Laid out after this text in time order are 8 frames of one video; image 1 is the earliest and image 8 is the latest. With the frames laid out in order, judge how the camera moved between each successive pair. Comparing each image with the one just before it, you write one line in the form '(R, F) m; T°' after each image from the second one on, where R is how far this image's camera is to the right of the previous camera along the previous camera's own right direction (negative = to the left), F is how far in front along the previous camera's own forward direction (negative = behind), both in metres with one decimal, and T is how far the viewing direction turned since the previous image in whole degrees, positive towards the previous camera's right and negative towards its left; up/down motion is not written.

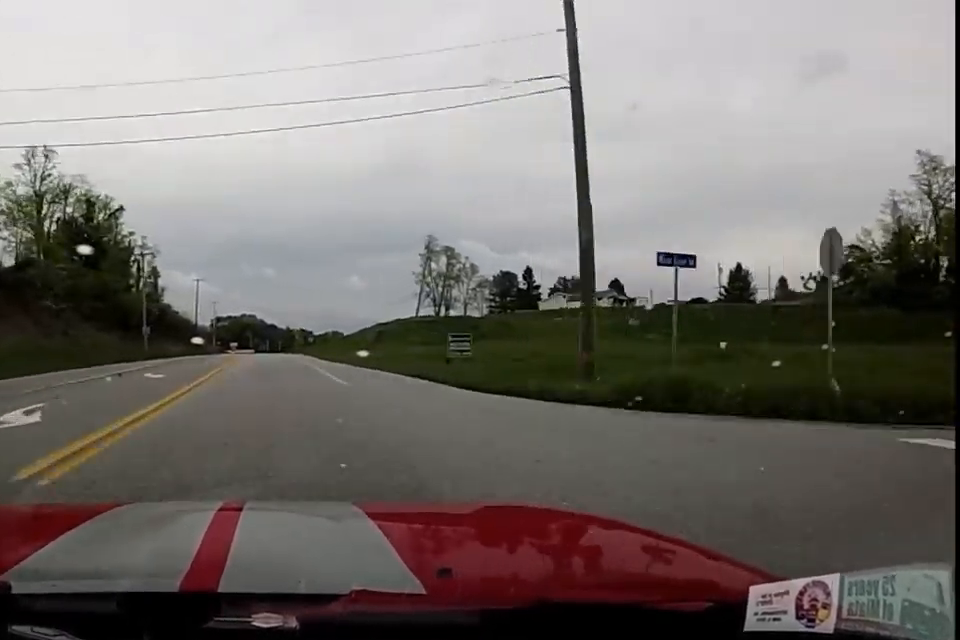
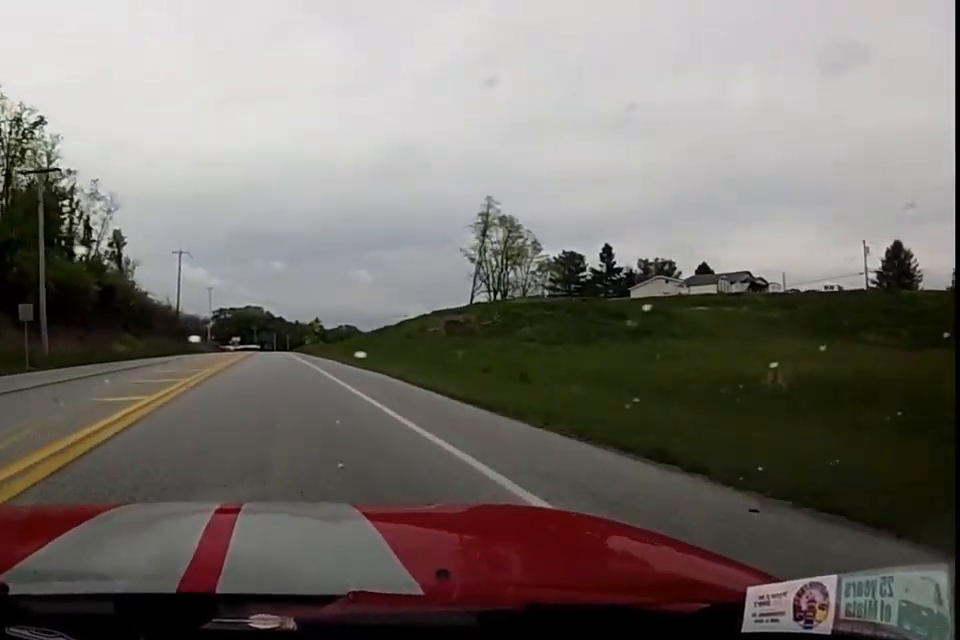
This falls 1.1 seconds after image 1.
(0.0, +30.7) m; 0°
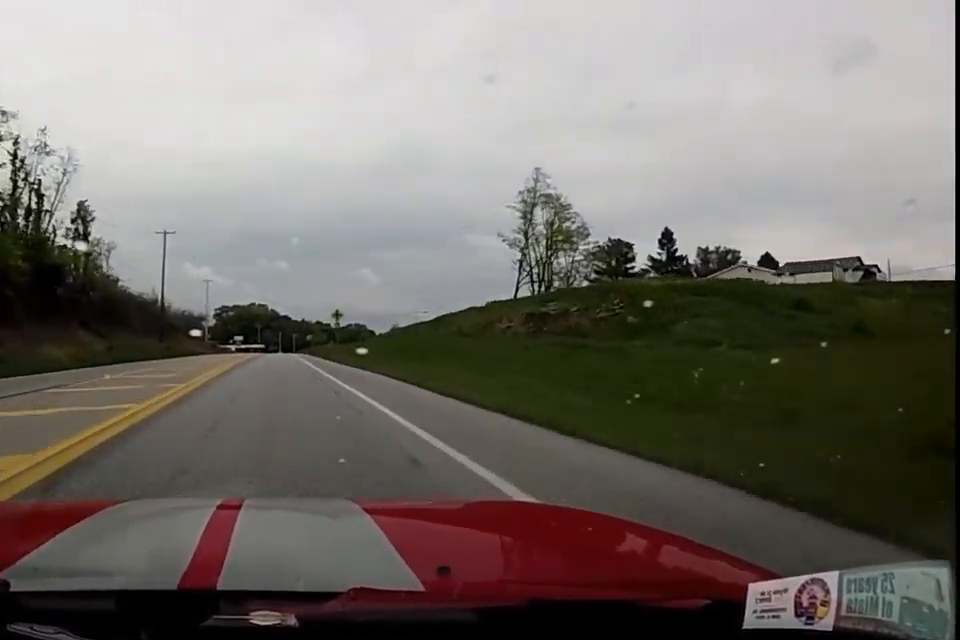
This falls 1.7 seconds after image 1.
(+0.4, +16.2) m; 0°
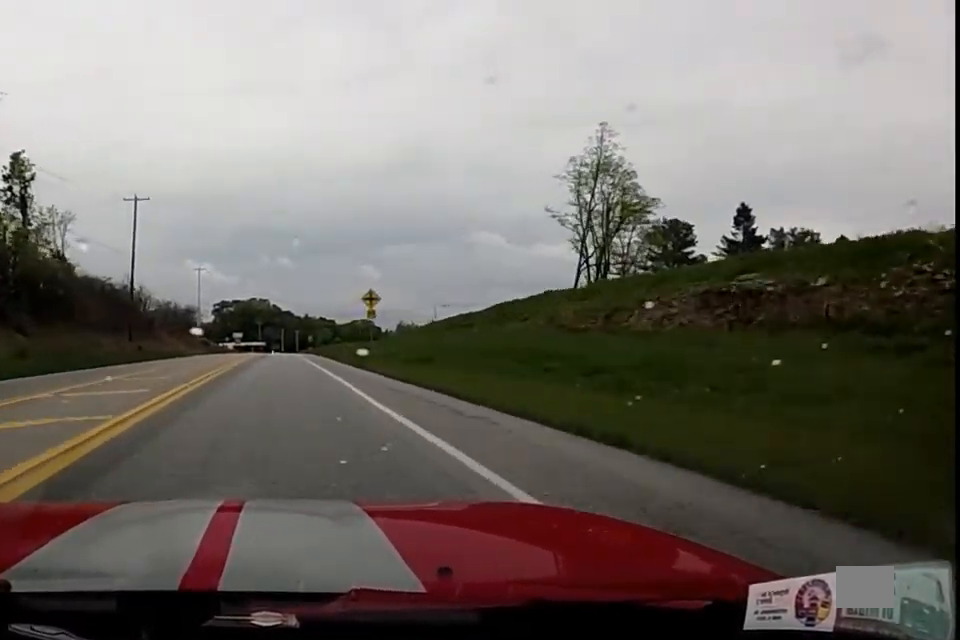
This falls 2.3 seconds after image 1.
(-0.9, +16.1) m; 0°
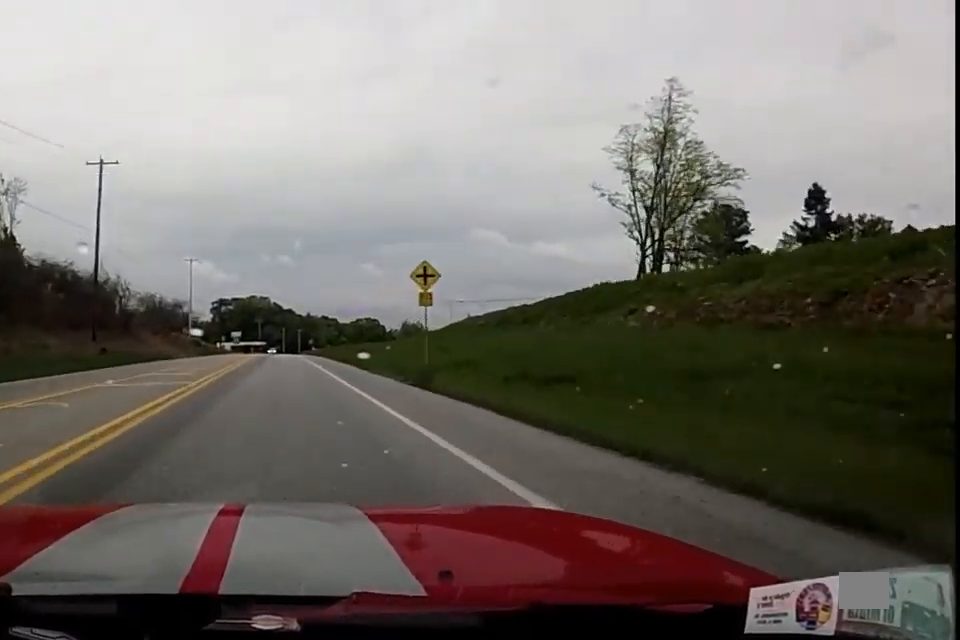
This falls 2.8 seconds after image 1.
(-0.1, +11.6) m; 0°
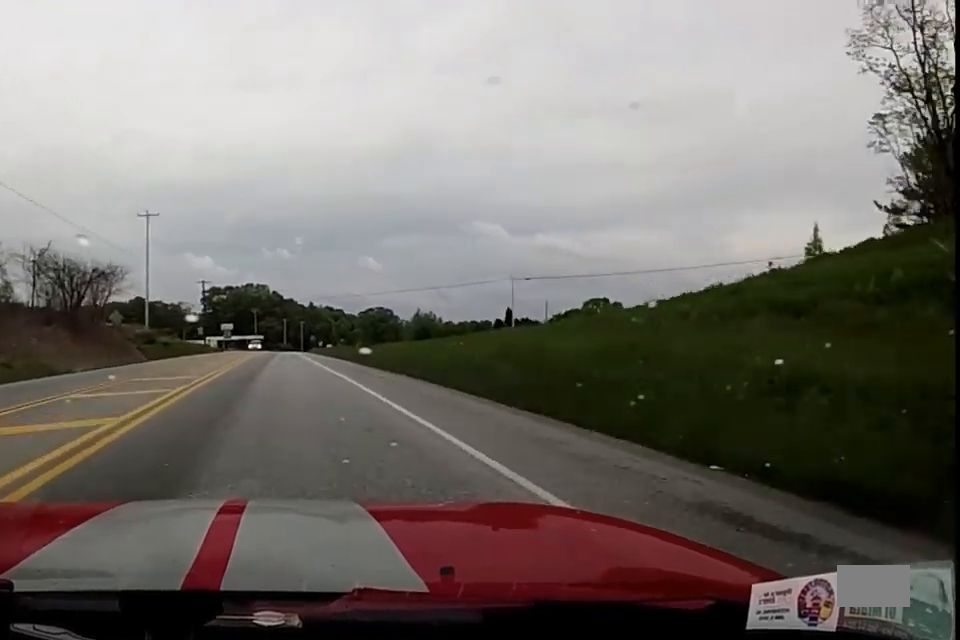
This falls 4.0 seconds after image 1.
(+0.5, +33.0) m; -1°
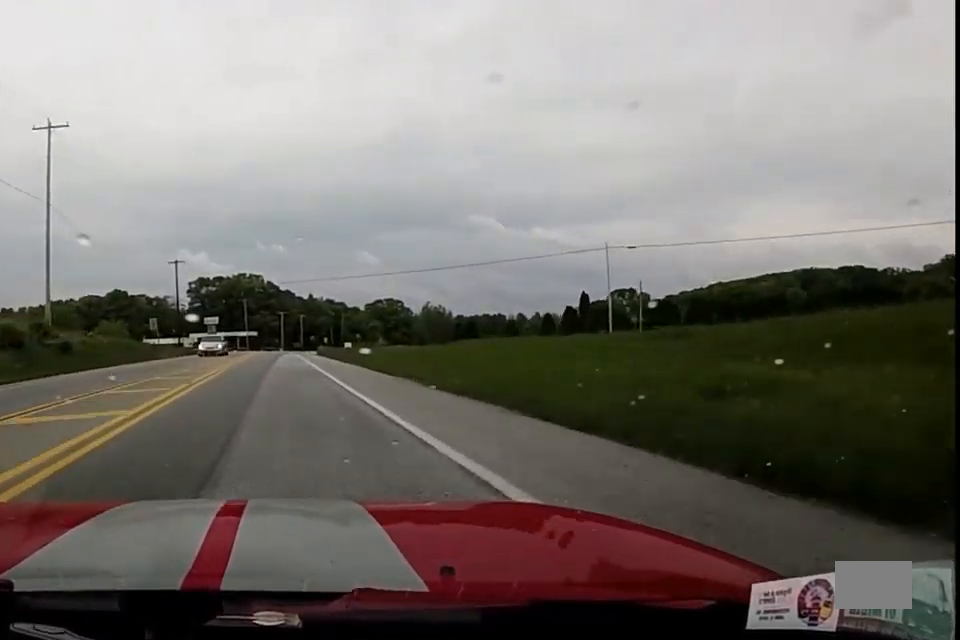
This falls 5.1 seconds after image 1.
(-0.7, +28.5) m; 0°
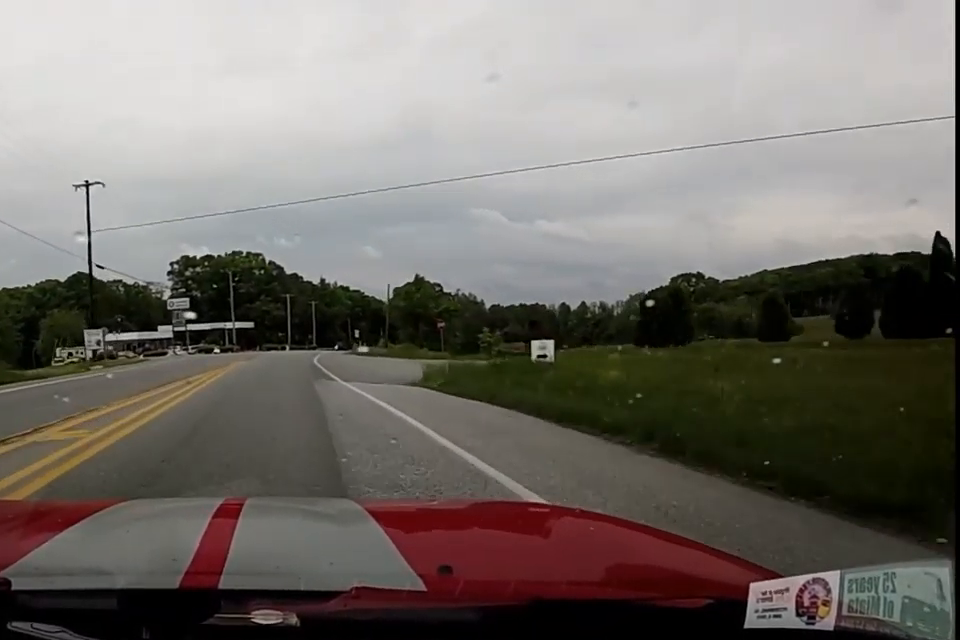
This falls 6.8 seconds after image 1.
(+2.4, +46.2) m; +7°
